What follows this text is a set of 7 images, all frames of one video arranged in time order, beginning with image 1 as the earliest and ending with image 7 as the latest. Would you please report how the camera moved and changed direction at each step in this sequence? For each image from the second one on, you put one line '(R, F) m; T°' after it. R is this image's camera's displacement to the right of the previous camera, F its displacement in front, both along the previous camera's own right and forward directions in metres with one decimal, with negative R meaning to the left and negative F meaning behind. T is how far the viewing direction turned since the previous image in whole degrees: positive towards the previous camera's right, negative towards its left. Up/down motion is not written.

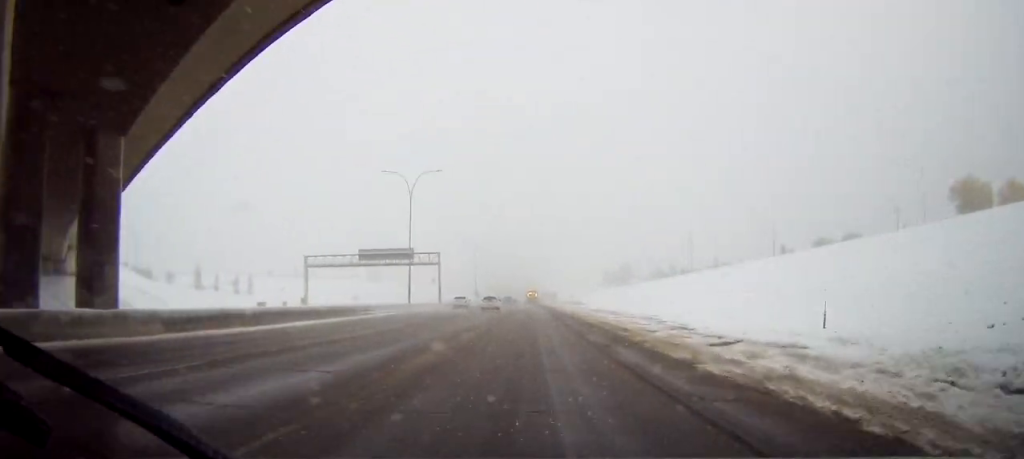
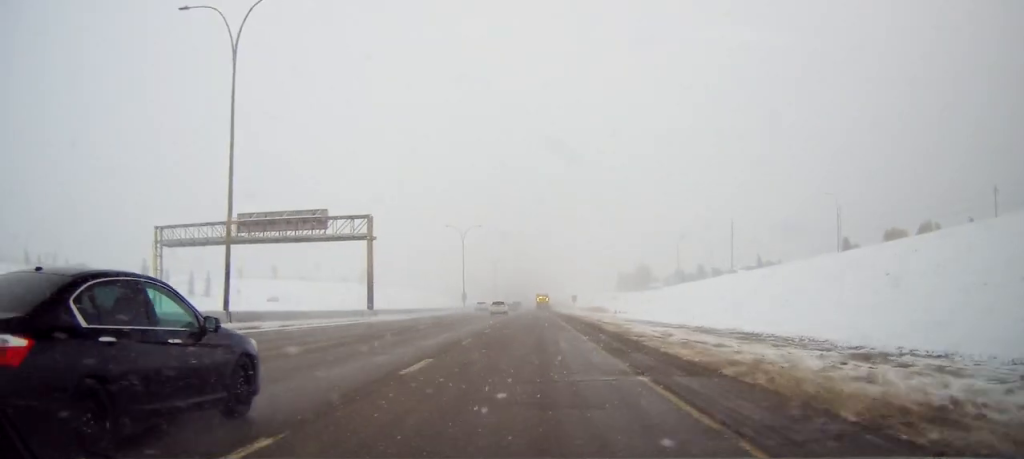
(-1.2, +44.2) m; -2°
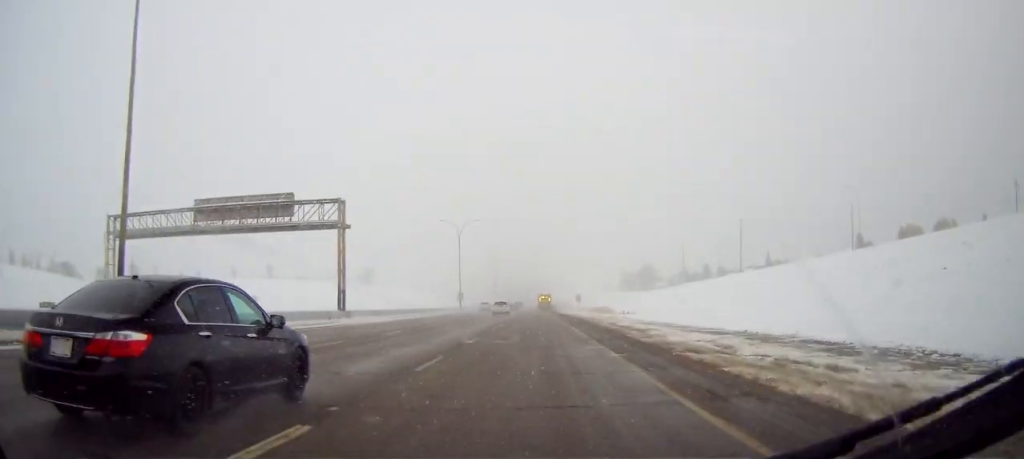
(-0.1, +8.2) m; 0°
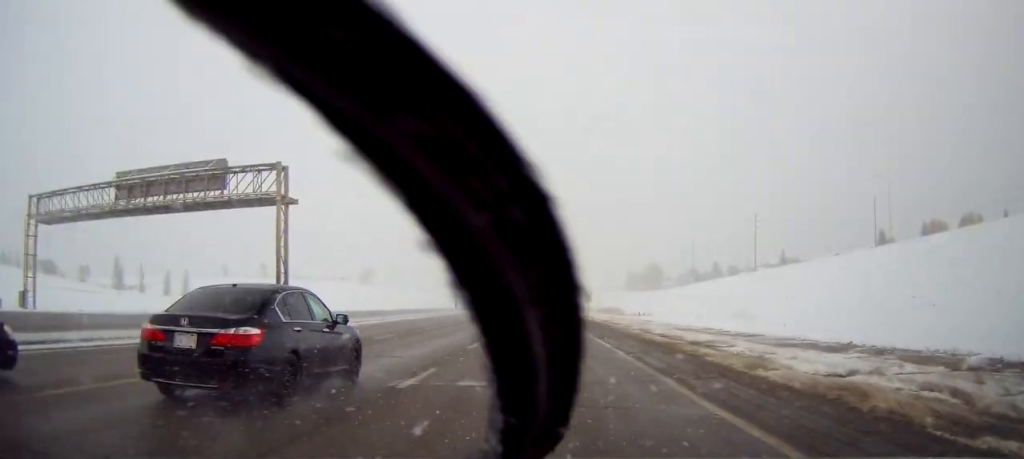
(+0.1, +11.3) m; 0°
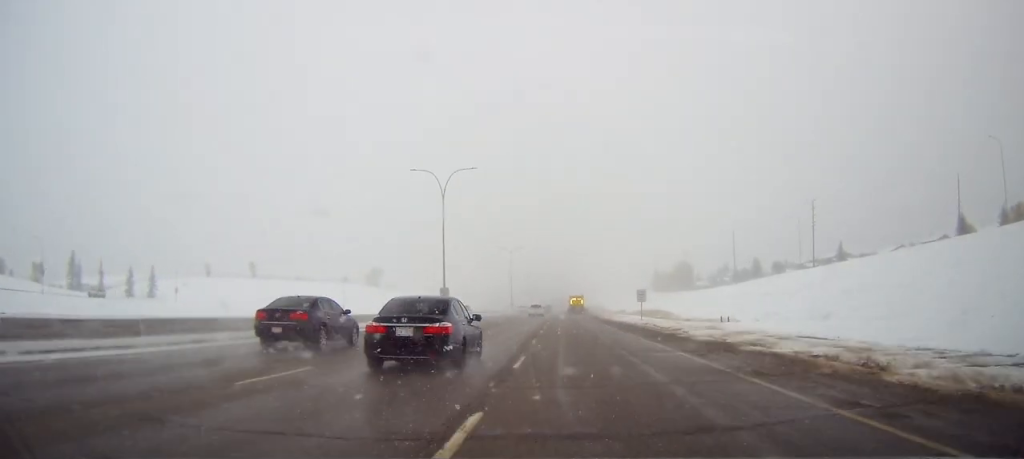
(-0.2, +32.1) m; -1°
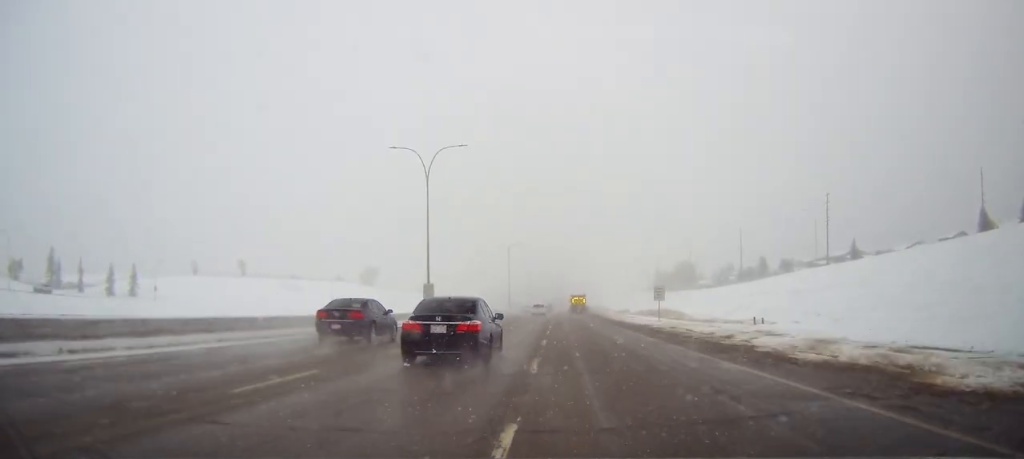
(-0.1, +9.6) m; 0°
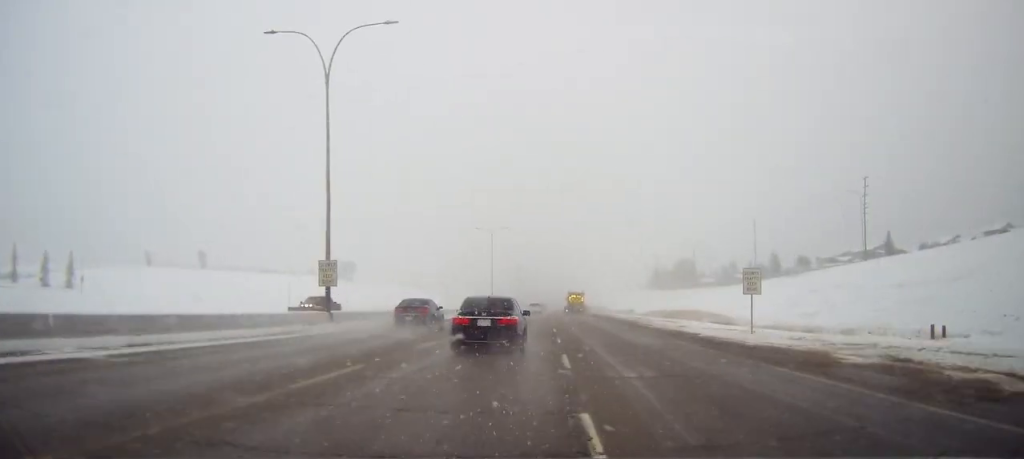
(+0.3, +26.0) m; +1°
